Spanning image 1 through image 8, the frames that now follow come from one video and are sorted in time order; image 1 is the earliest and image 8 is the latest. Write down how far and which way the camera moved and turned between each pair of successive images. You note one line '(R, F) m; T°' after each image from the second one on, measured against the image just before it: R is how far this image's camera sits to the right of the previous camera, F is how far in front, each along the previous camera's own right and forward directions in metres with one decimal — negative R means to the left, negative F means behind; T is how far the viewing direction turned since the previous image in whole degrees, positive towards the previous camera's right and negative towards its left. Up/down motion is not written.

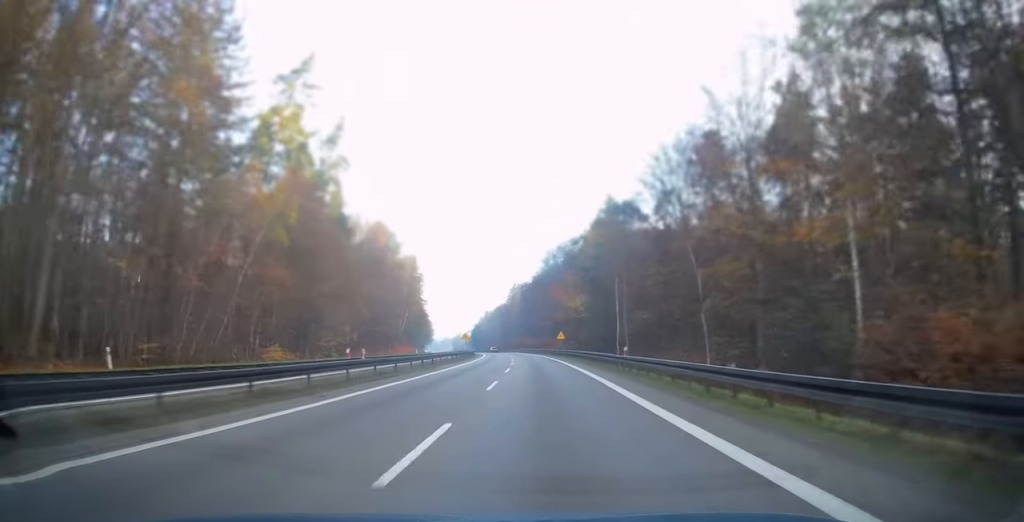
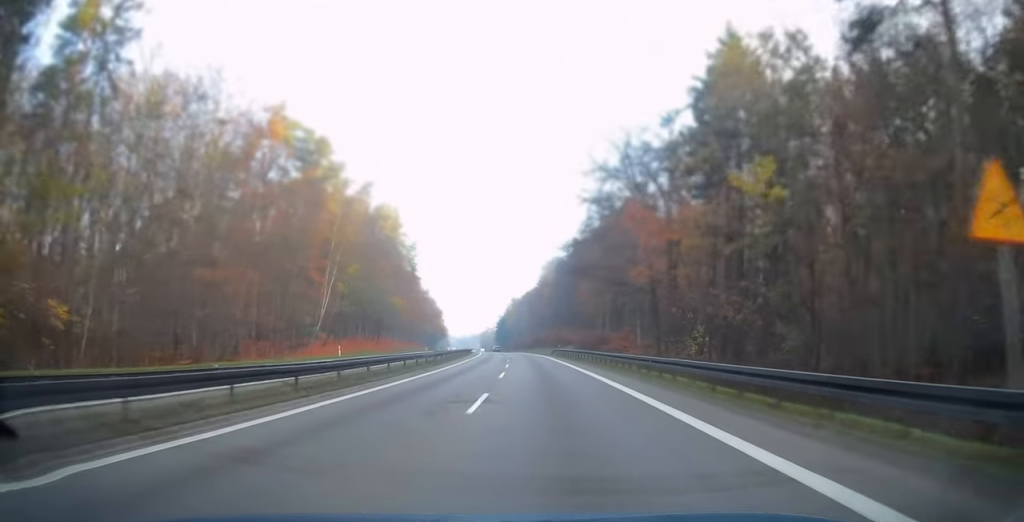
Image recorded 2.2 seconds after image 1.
(-2.7, +65.5) m; -5°
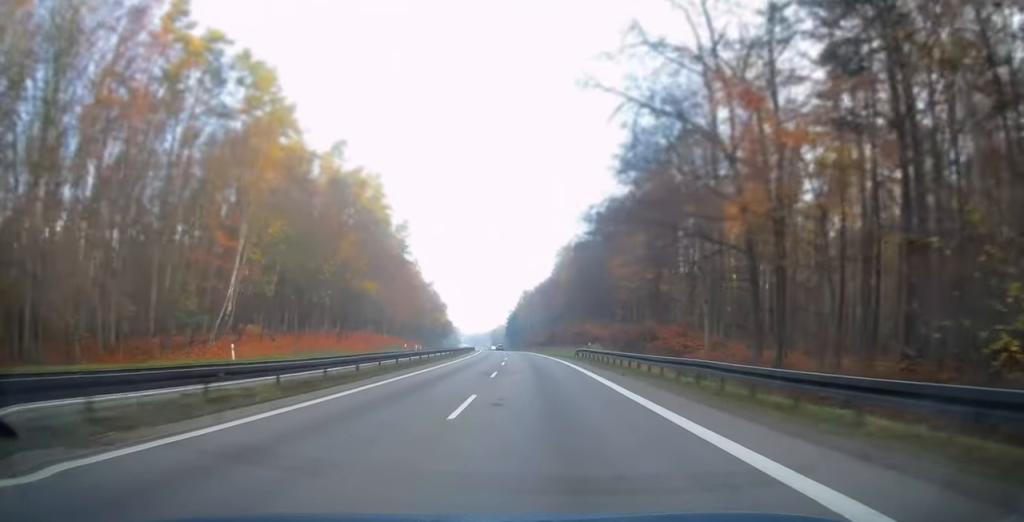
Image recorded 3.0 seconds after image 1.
(-0.4, +24.7) m; -1°
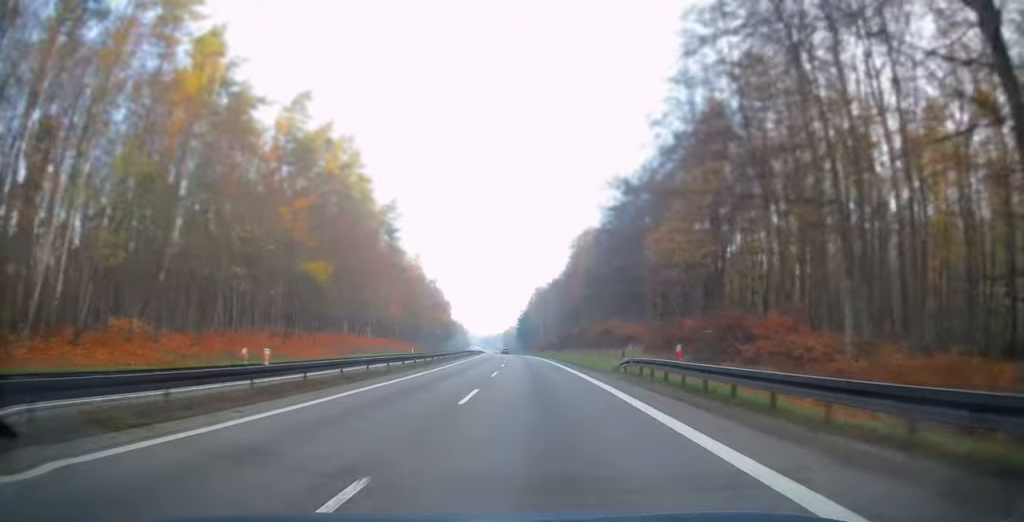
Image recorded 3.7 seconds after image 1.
(-0.2, +21.2) m; -1°
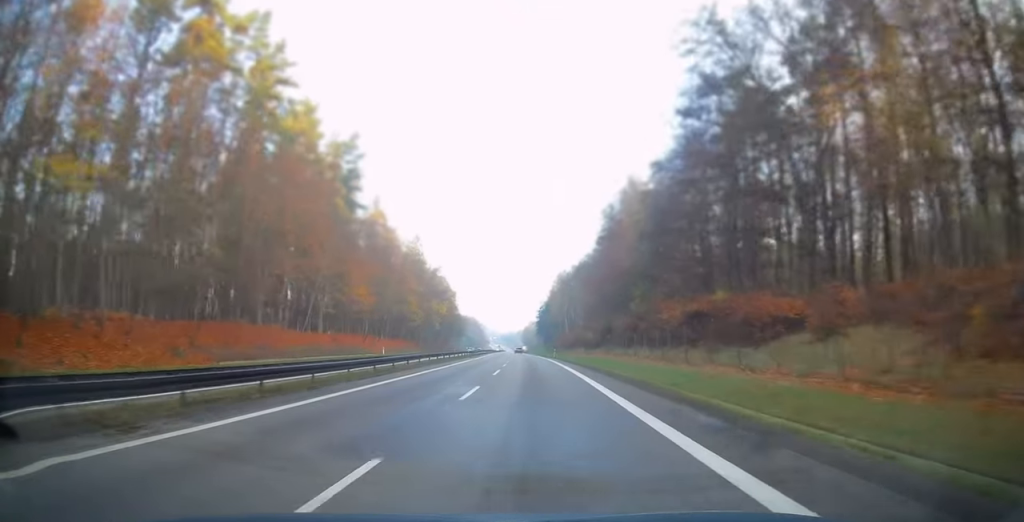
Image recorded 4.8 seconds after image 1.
(-0.5, +35.0) m; -1°
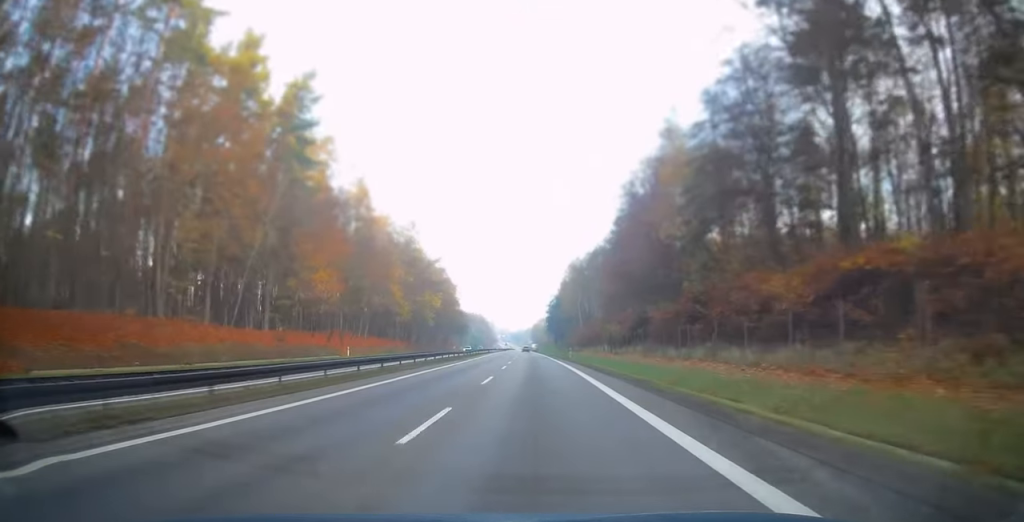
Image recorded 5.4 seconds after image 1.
(-0.2, +18.8) m; -1°
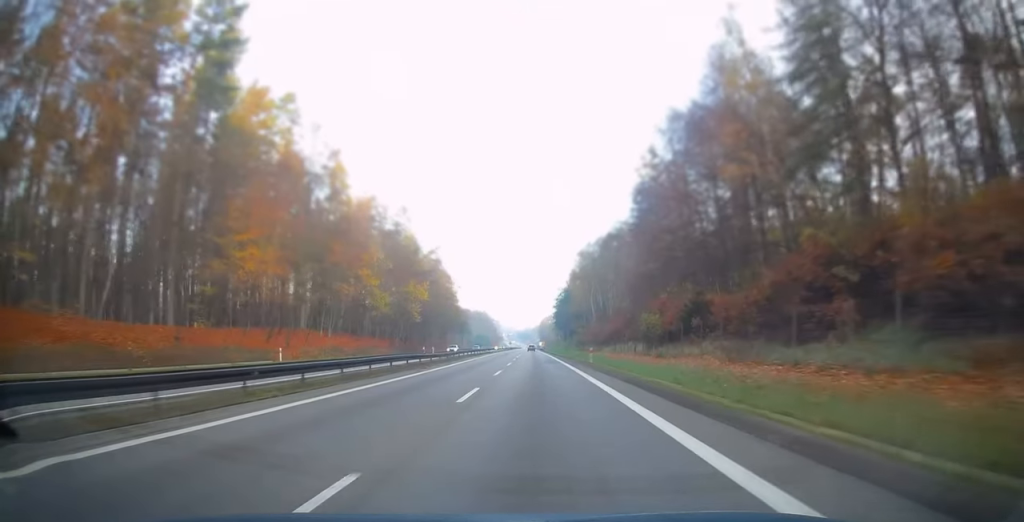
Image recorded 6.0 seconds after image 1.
(-0.1, +18.3) m; -1°
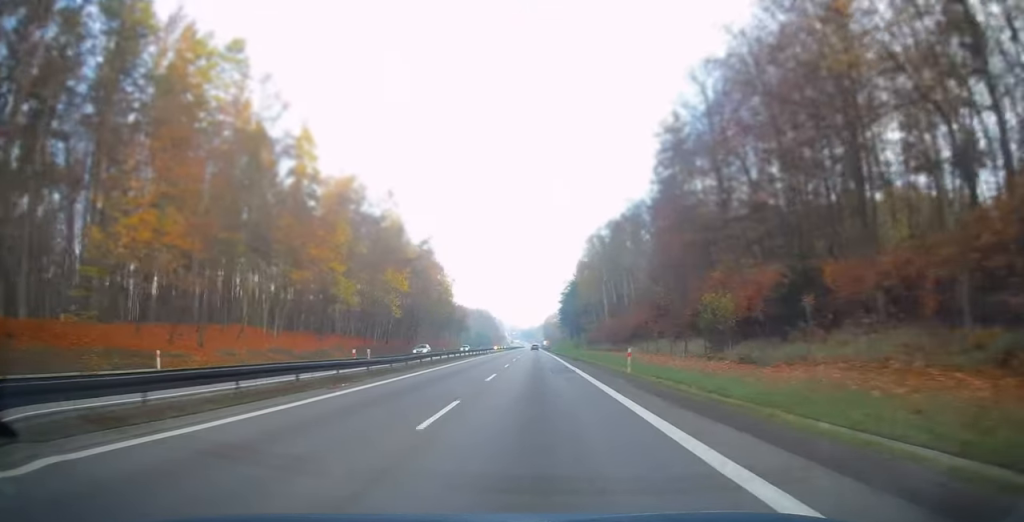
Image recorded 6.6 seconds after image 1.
(-0.2, +16.3) m; 0°
